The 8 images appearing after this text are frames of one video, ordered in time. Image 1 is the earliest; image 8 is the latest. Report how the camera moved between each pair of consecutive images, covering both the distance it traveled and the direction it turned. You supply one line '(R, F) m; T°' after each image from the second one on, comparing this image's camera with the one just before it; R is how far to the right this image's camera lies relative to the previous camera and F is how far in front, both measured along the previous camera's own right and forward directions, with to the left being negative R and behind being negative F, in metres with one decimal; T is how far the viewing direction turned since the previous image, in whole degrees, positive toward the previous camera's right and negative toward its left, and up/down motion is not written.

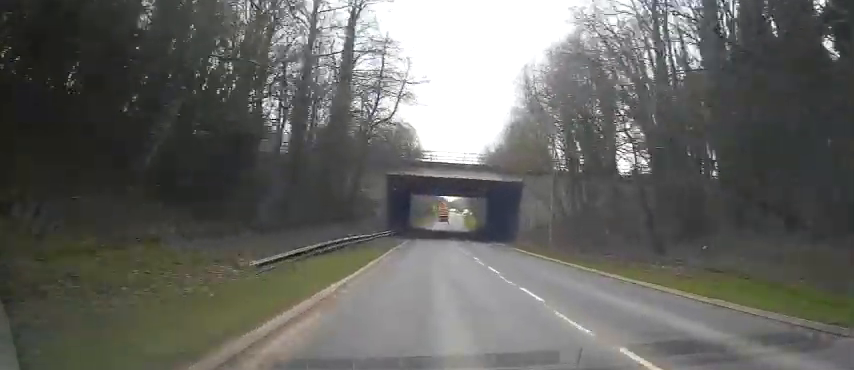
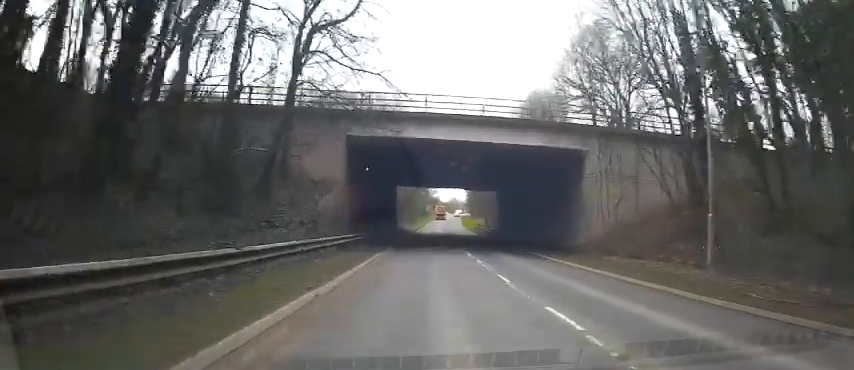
(+0.4, +20.7) m; +1°
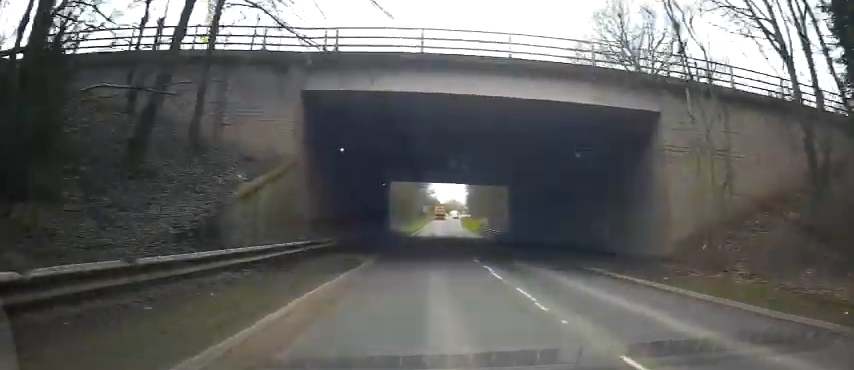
(0.0, +10.0) m; 0°
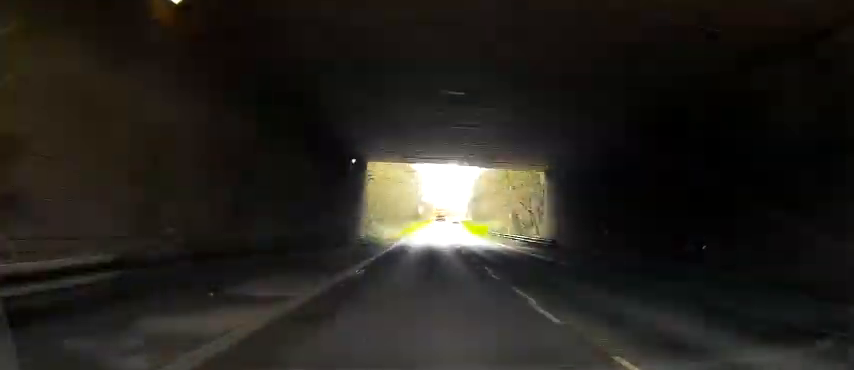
(0.0, +18.6) m; 0°
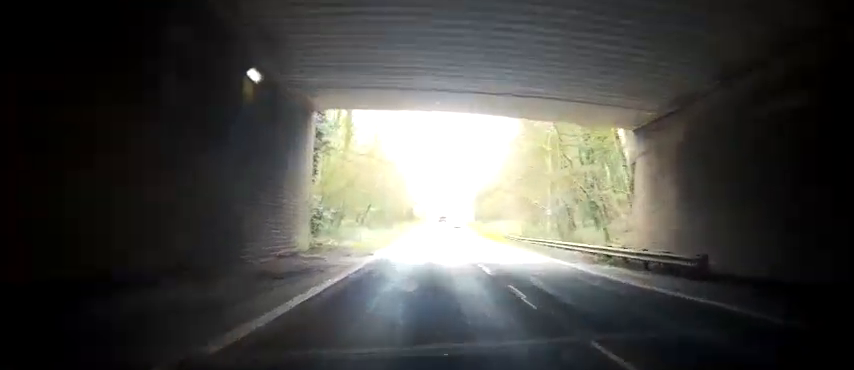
(+0.2, +17.8) m; +2°
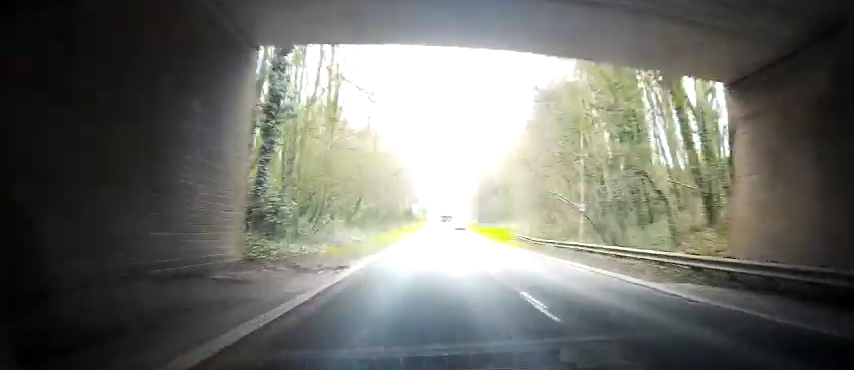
(+0.1, +7.9) m; +1°
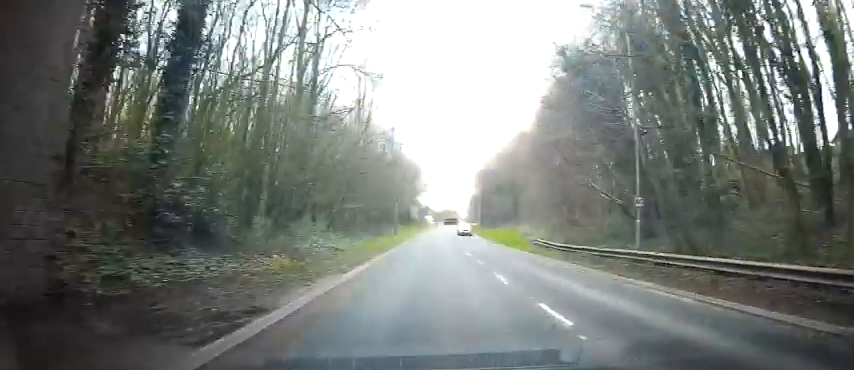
(+0.1, +7.9) m; 0°
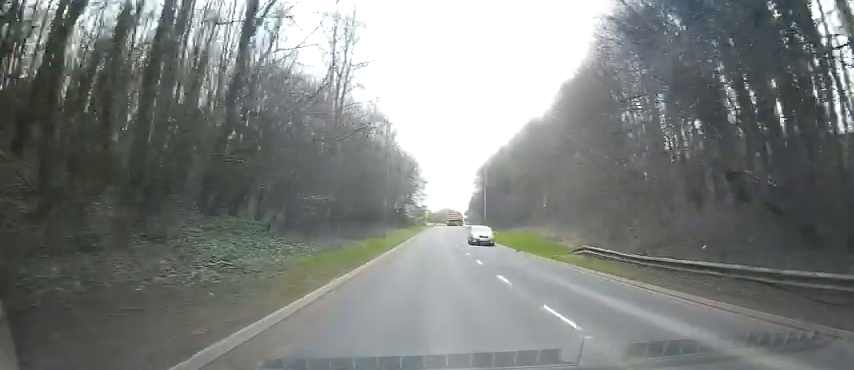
(0.0, +12.9) m; 0°
